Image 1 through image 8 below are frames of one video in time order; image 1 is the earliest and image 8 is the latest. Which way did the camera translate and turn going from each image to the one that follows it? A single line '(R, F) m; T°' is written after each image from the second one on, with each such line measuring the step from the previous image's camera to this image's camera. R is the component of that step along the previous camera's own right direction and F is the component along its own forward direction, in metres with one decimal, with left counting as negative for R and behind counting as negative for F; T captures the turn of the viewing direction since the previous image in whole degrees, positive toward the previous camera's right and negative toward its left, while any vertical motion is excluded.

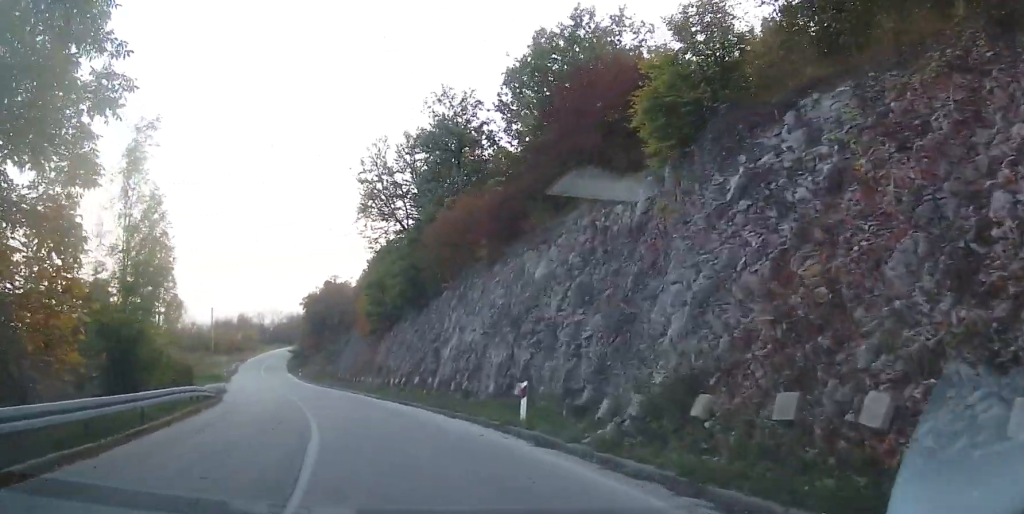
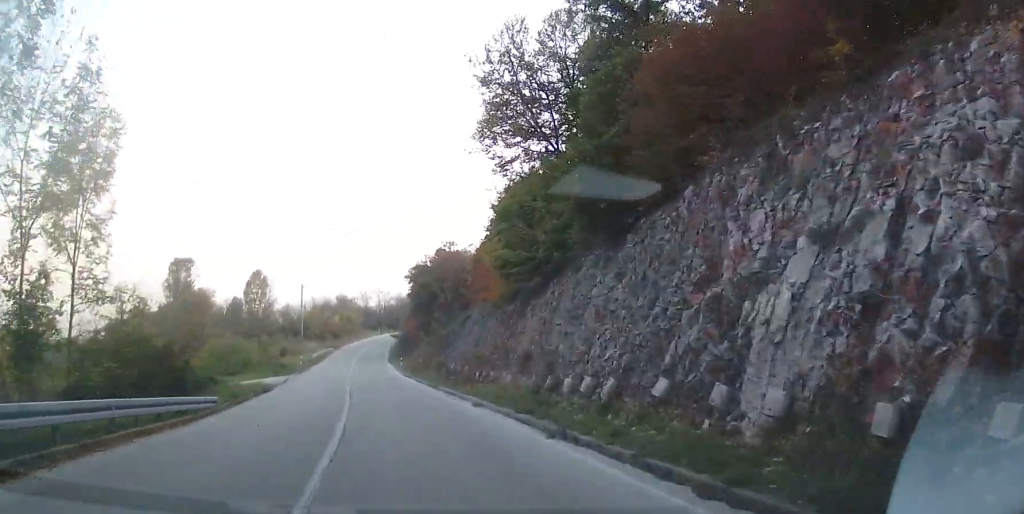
(-1.6, +15.4) m; -12°
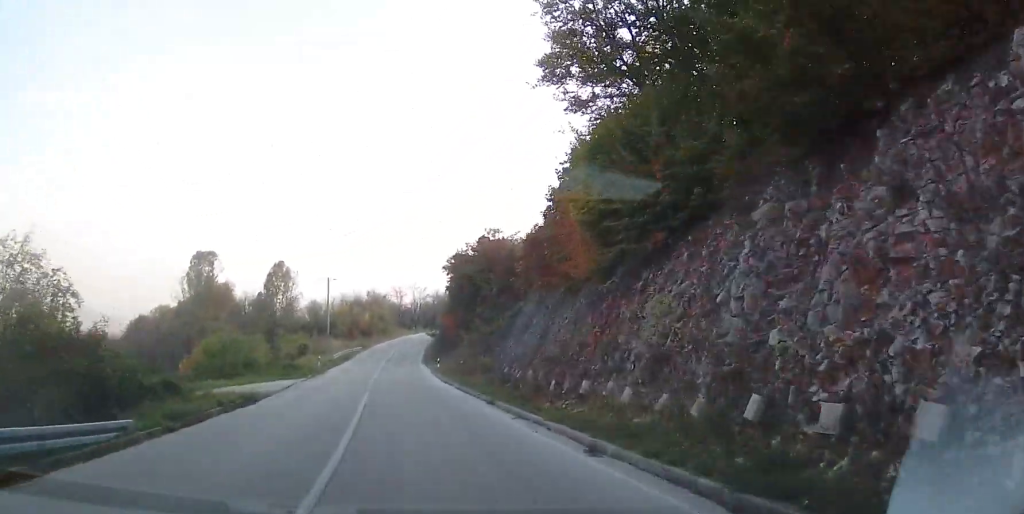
(-0.3, +7.7) m; -5°
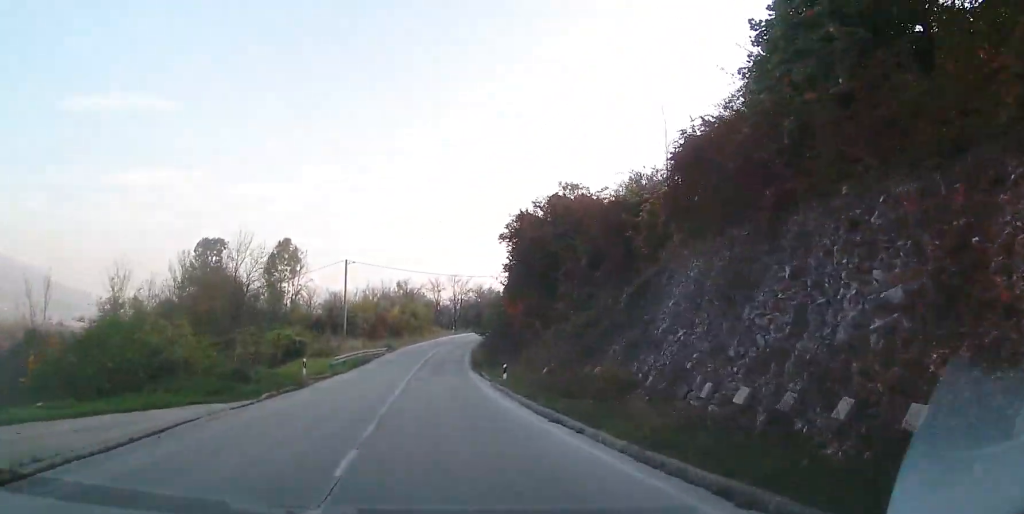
(-1.1, +17.2) m; -3°
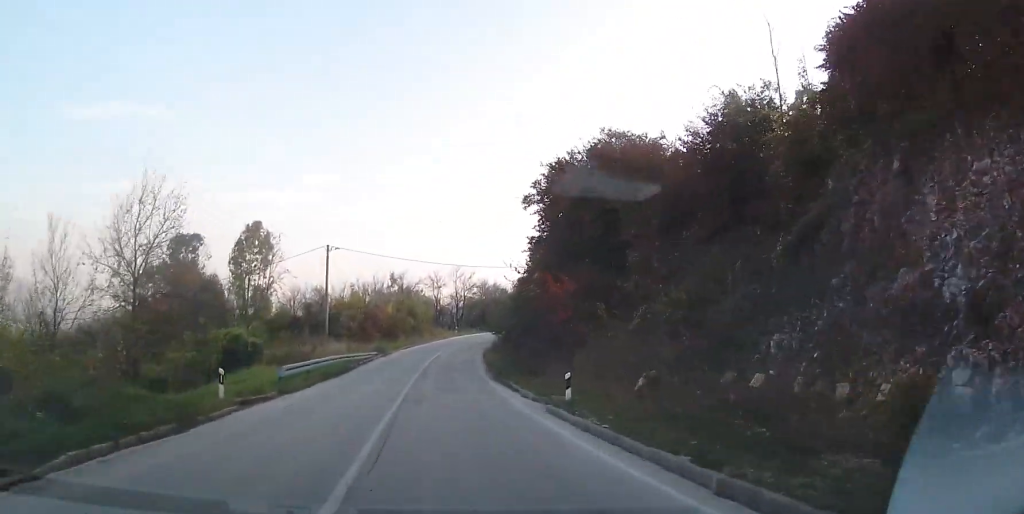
(0.0, +10.7) m; 0°
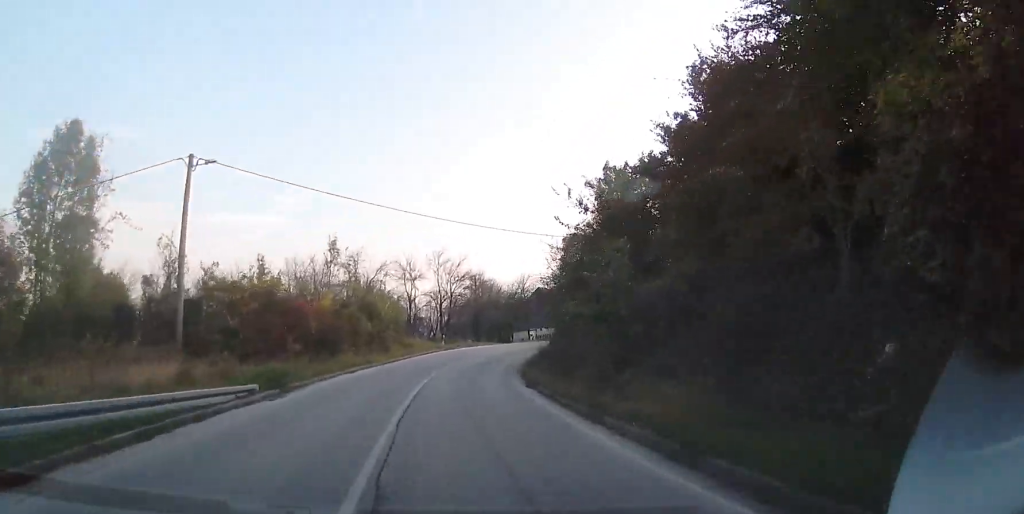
(+0.4, +27.1) m; +4°
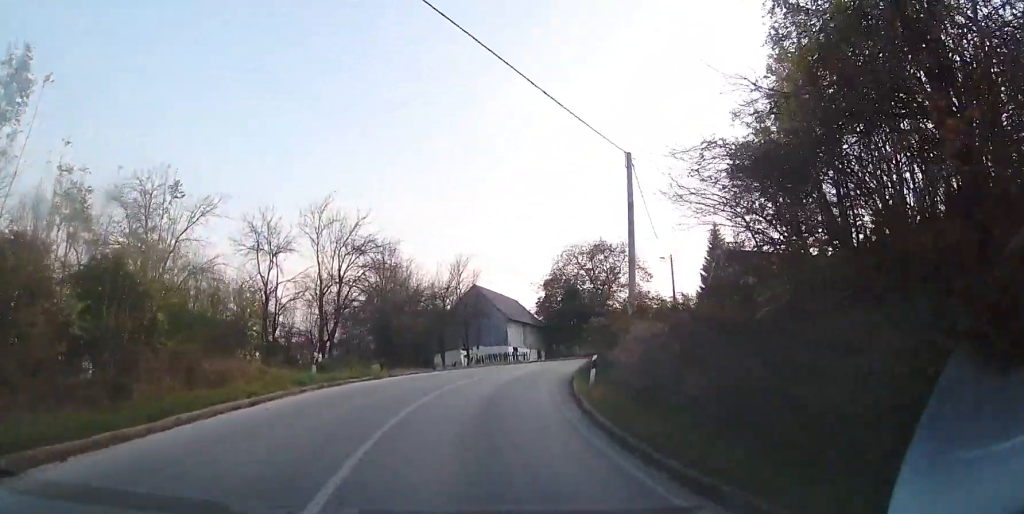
(+2.4, +25.3) m; +12°
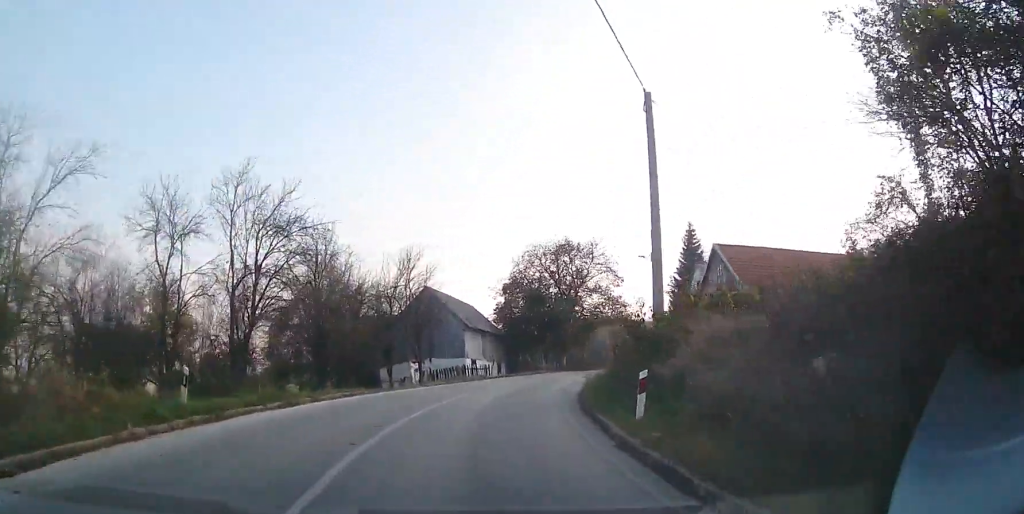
(0.0, +7.1) m; +5°
